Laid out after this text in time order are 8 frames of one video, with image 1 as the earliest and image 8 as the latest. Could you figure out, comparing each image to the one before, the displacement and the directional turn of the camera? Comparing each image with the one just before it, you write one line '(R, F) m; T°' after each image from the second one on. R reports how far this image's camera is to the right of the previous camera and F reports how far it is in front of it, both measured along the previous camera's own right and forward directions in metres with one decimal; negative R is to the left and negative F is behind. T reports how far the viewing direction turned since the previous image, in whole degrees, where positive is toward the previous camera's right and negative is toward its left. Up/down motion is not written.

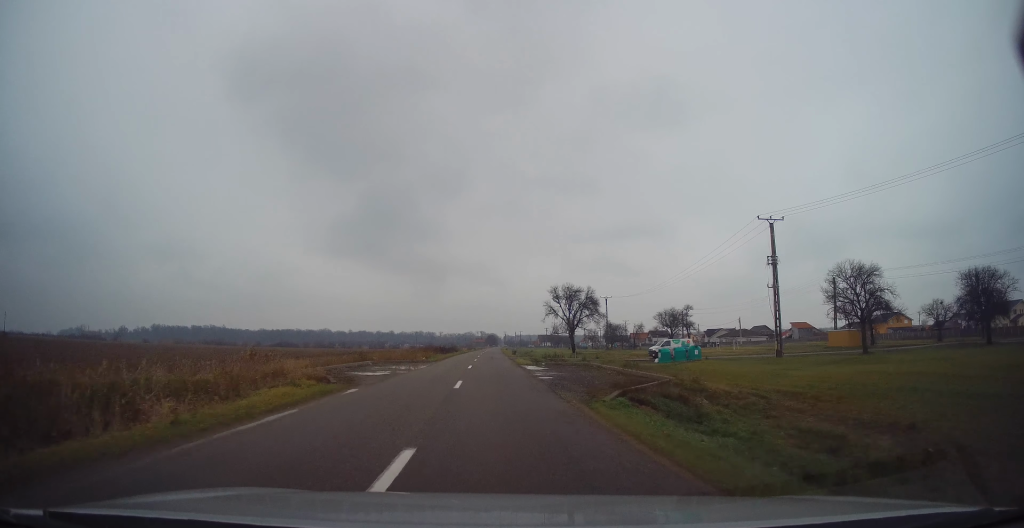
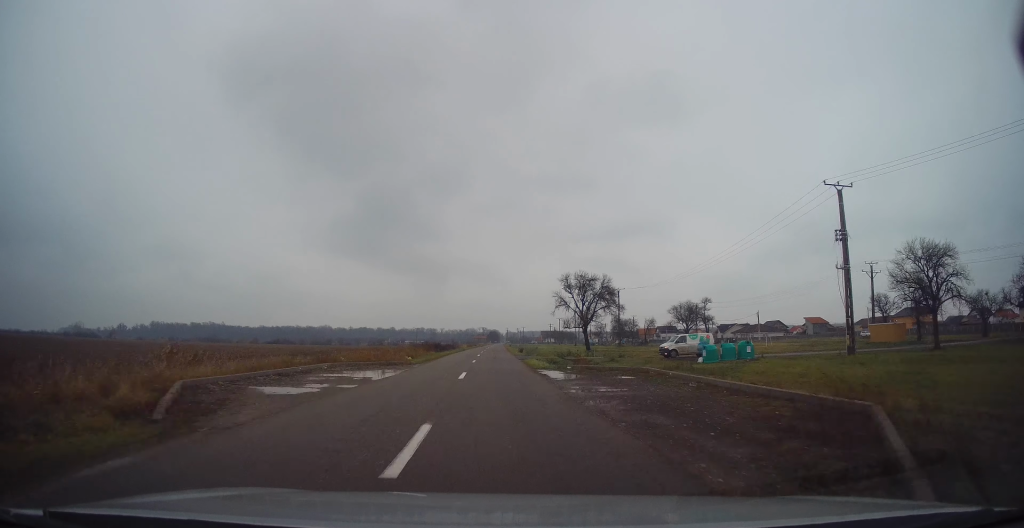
(0.0, +10.0) m; 0°
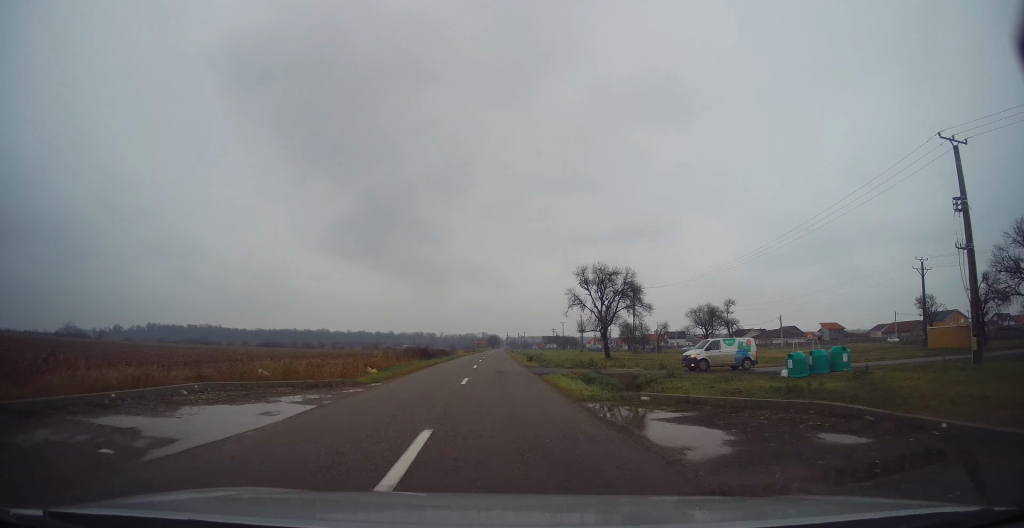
(0.0, +12.2) m; 0°
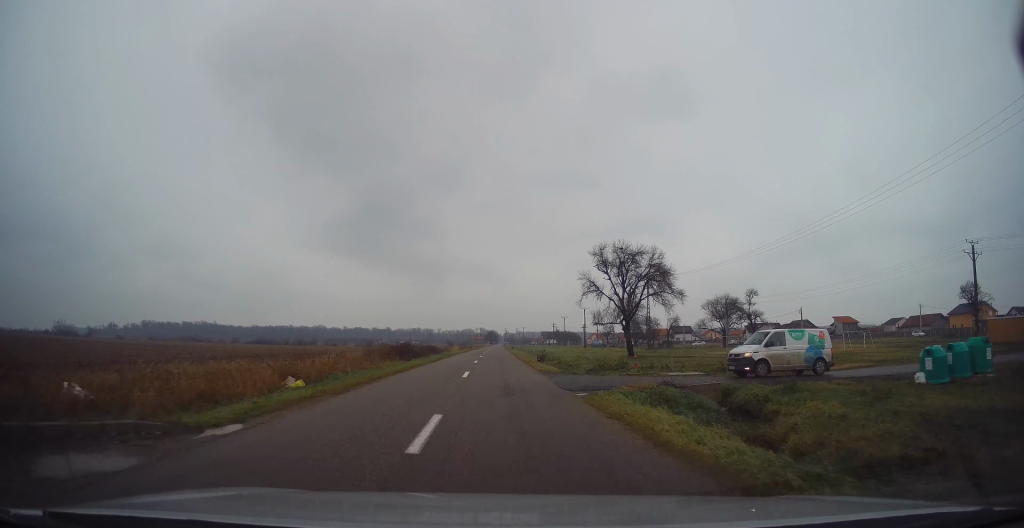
(0.0, +10.8) m; 0°
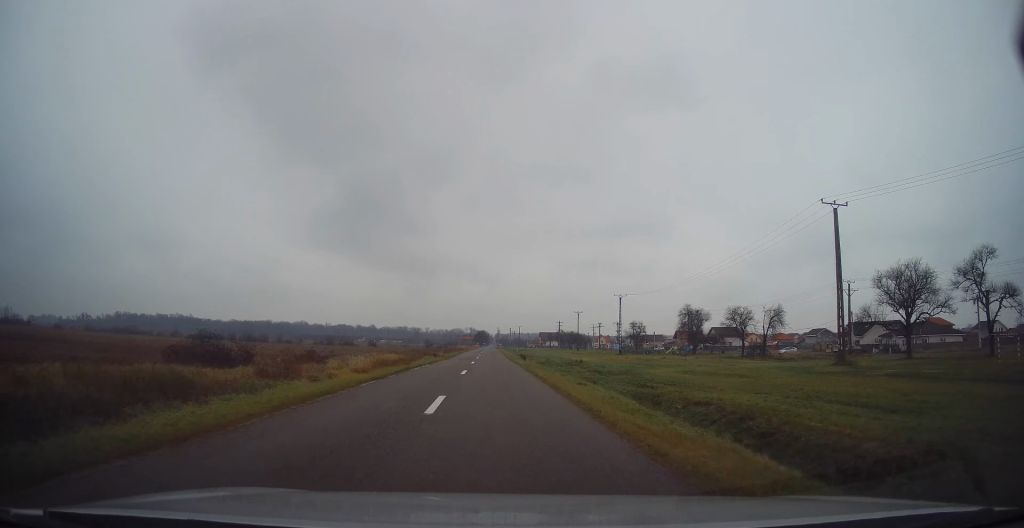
(+0.6, +56.5) m; 0°
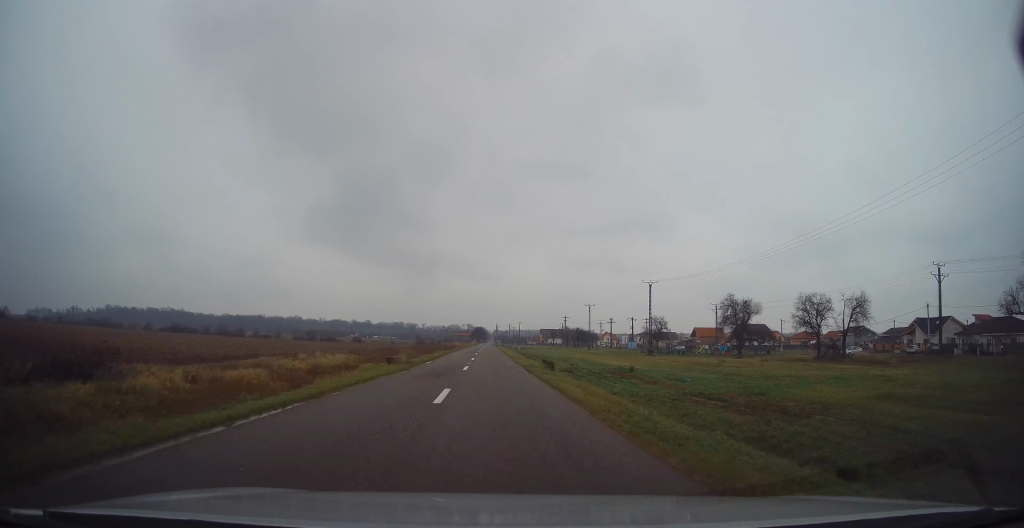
(+0.4, +22.7) m; +2°
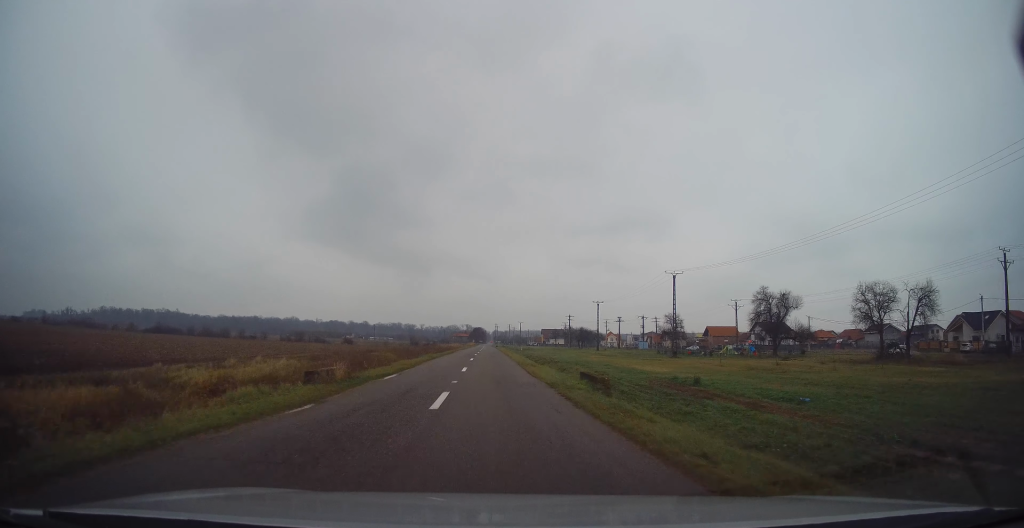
(+0.2, +12.9) m; 0°
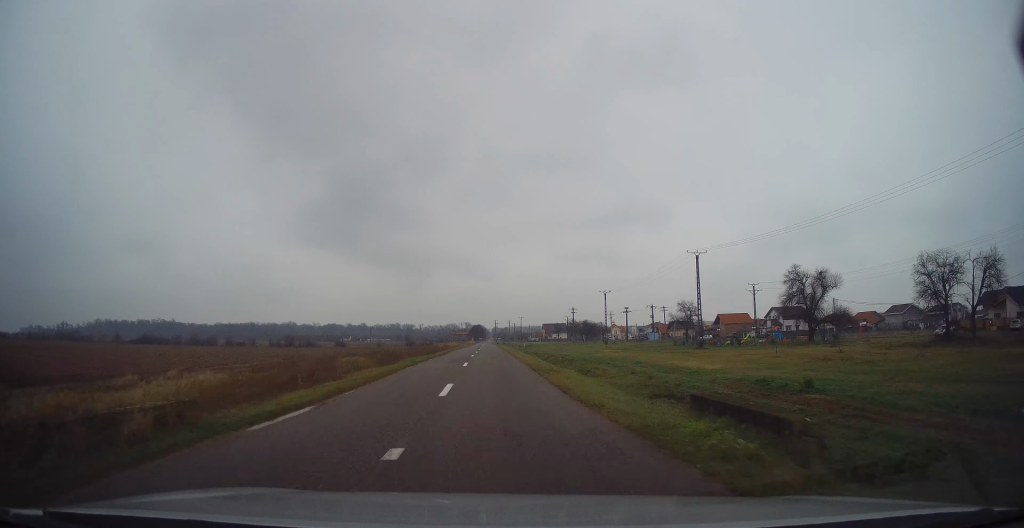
(+0.1, +10.2) m; -1°
